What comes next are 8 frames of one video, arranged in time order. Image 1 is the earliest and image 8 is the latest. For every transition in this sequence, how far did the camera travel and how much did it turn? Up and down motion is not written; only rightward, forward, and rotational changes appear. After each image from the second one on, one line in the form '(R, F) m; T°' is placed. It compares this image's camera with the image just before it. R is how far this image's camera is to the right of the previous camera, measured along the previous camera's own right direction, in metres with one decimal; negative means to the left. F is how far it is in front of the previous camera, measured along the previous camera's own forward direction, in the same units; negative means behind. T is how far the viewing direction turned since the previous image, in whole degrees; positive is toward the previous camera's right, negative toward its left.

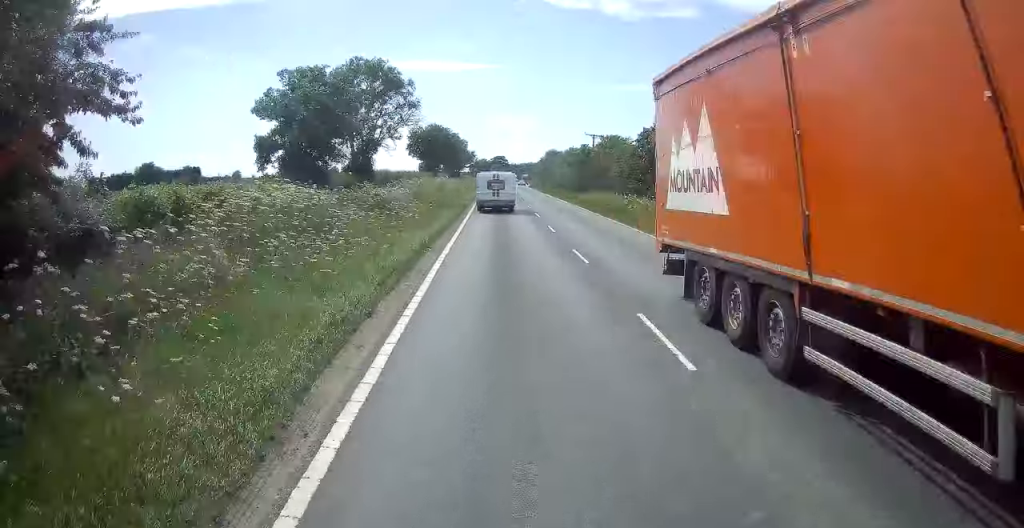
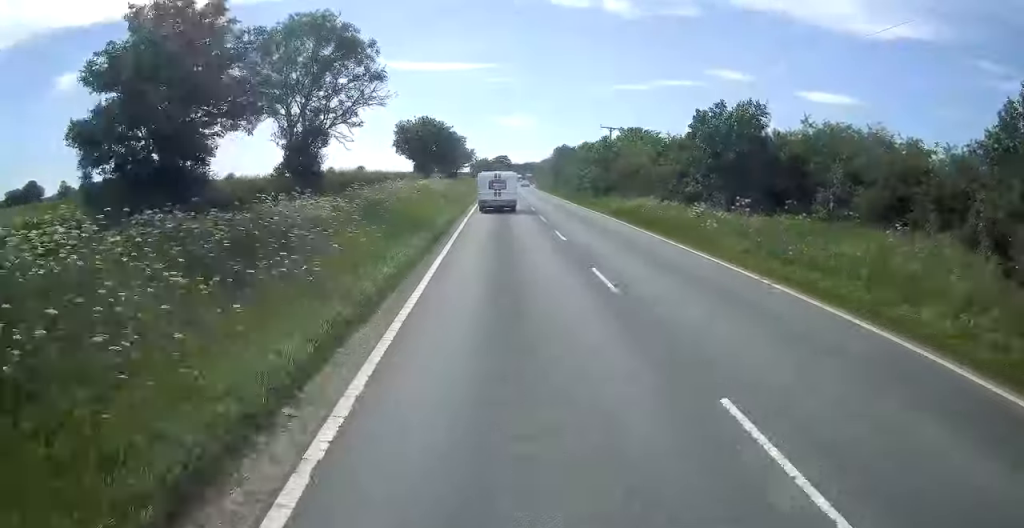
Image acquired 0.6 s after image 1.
(0.0, +13.1) m; 0°
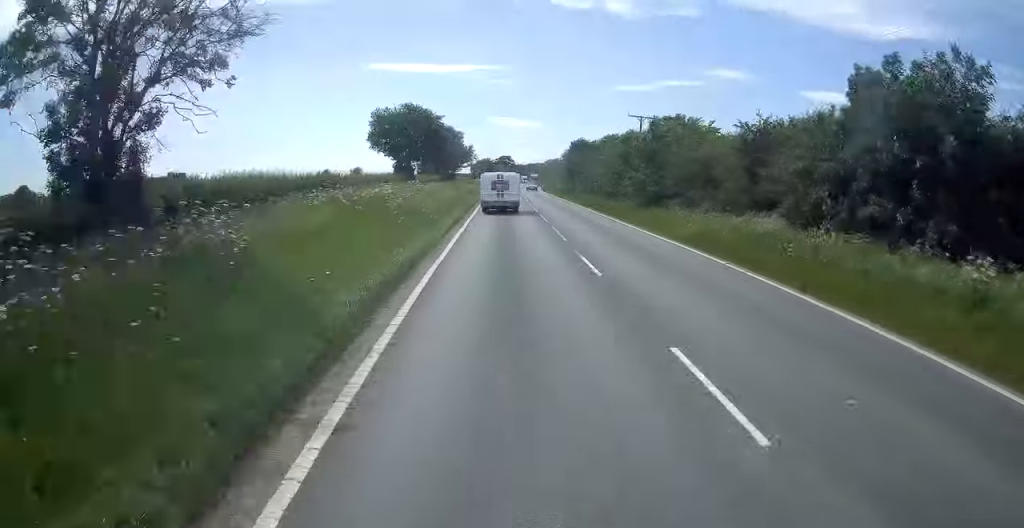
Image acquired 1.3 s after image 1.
(0.0, +16.1) m; 0°
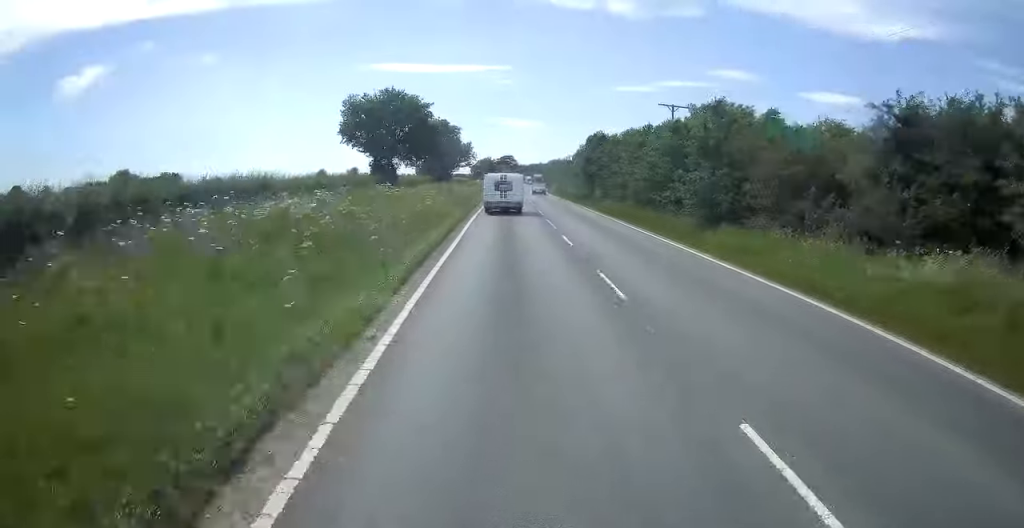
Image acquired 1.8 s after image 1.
(0.0, +11.5) m; 0°
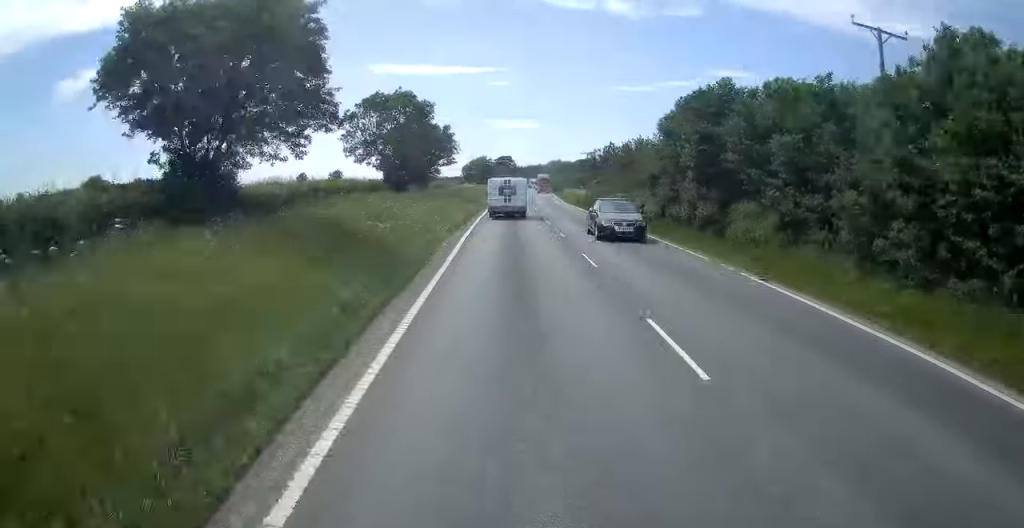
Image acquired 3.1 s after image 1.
(0.0, +31.4) m; 0°
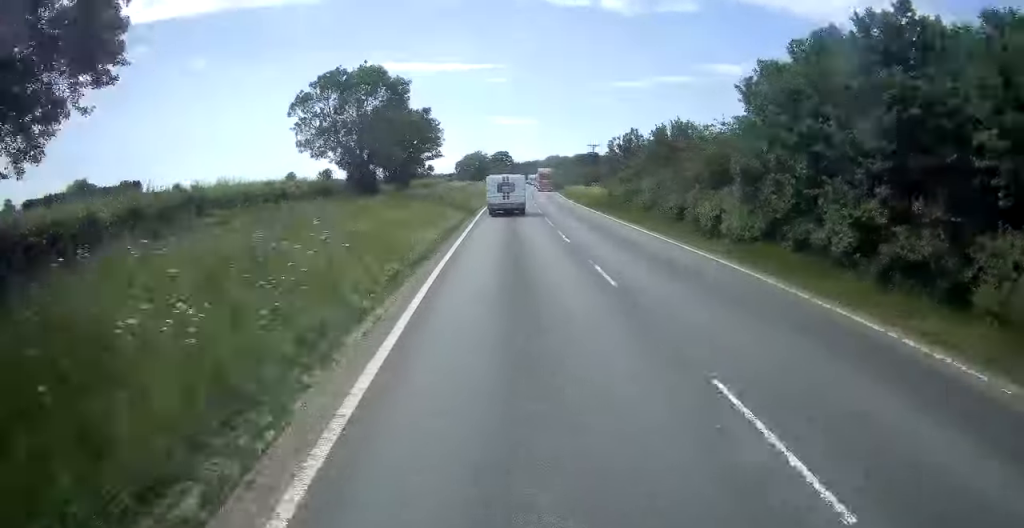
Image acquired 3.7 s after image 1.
(0.0, +12.3) m; 0°
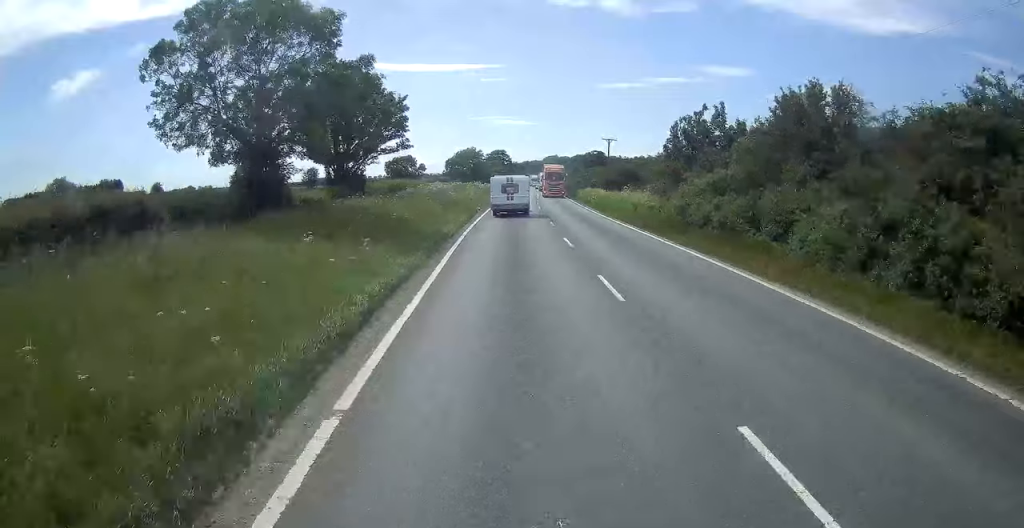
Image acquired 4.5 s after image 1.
(+0.2, +19.1) m; +1°
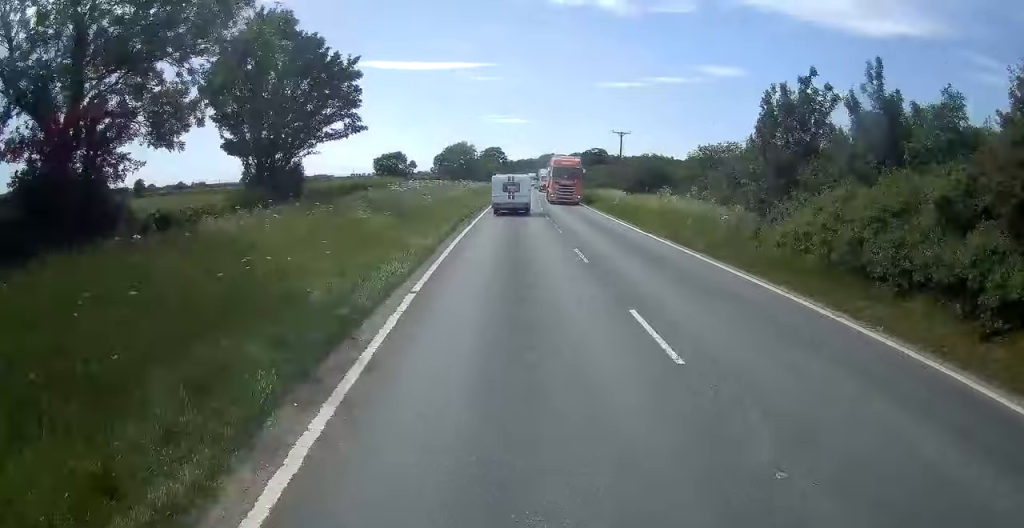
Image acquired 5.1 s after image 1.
(+0.1, +13.0) m; 0°
